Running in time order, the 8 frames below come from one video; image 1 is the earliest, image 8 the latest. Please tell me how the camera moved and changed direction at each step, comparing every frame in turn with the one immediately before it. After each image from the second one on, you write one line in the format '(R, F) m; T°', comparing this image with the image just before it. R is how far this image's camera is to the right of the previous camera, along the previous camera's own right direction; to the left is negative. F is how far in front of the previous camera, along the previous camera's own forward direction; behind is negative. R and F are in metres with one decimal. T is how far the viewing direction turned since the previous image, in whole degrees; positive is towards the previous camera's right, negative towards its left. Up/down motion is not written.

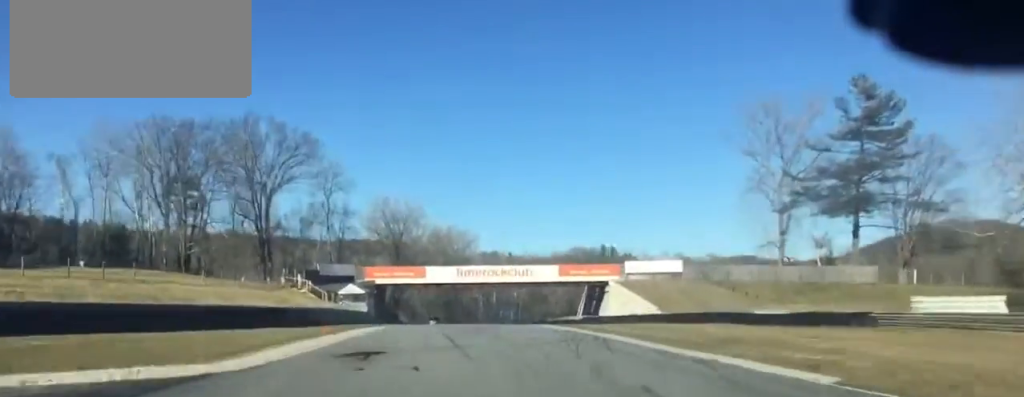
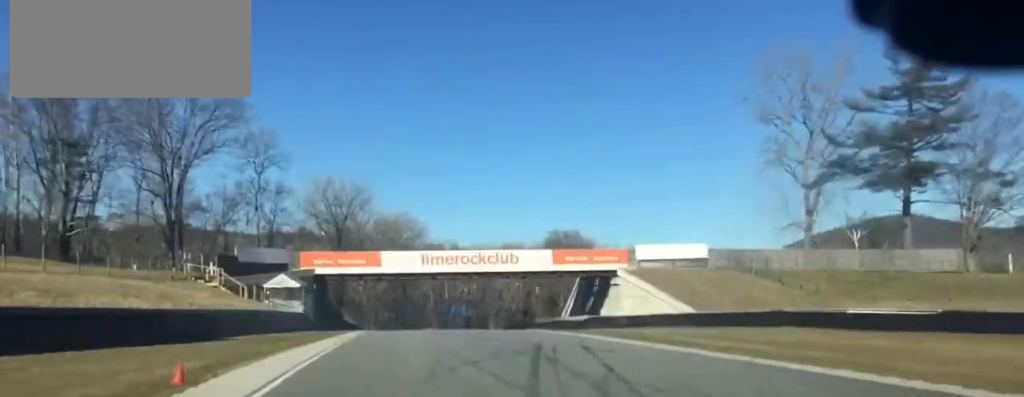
(+0.8, +21.8) m; +4°
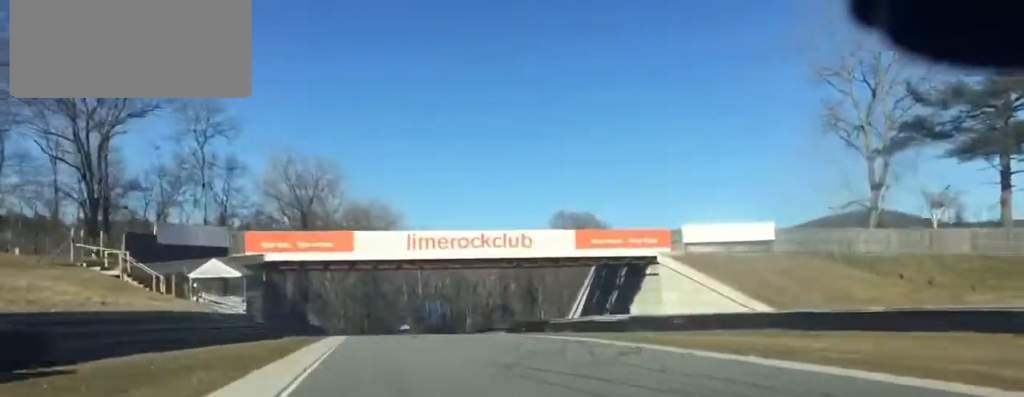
(+0.6, +18.4) m; -3°
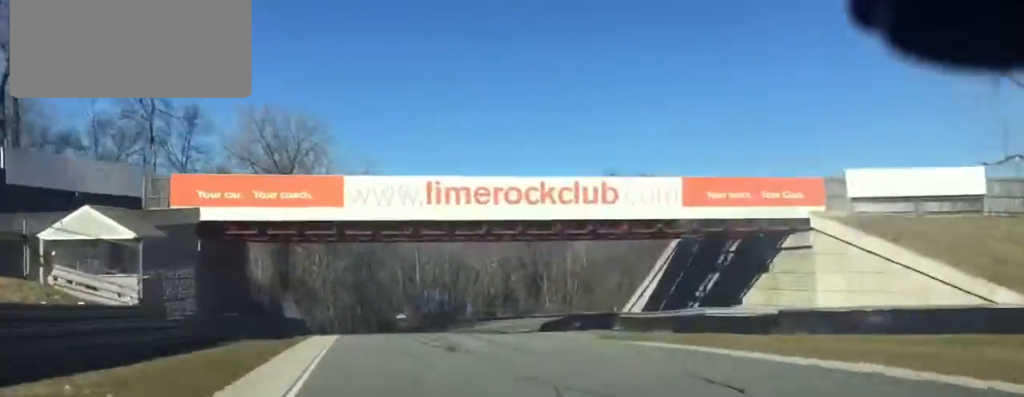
(+2.3, +21.3) m; -6°
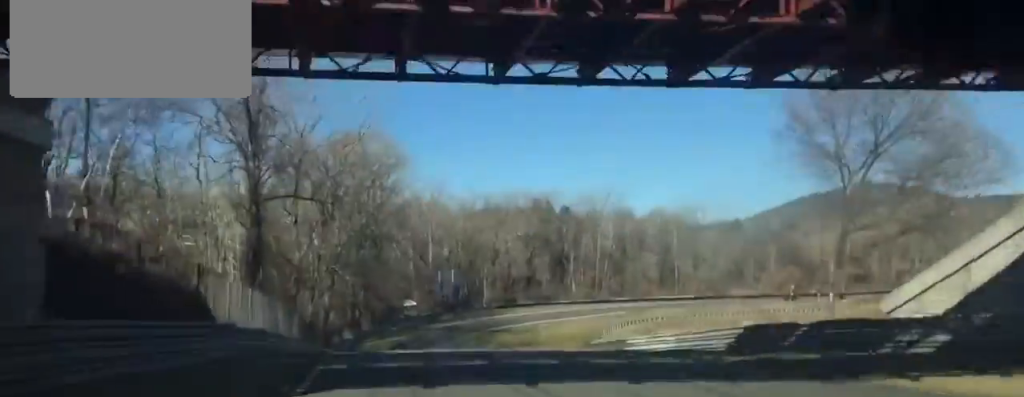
(-6.6, +30.2) m; +9°
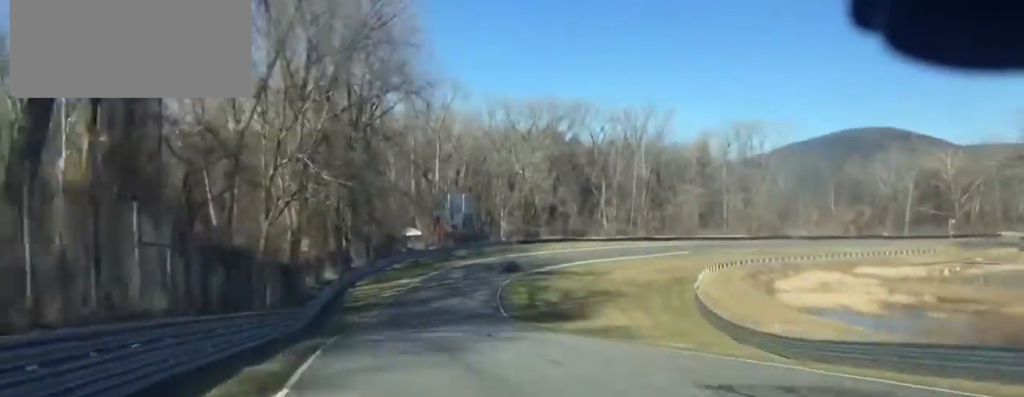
(+12.9, +41.8) m; +17°
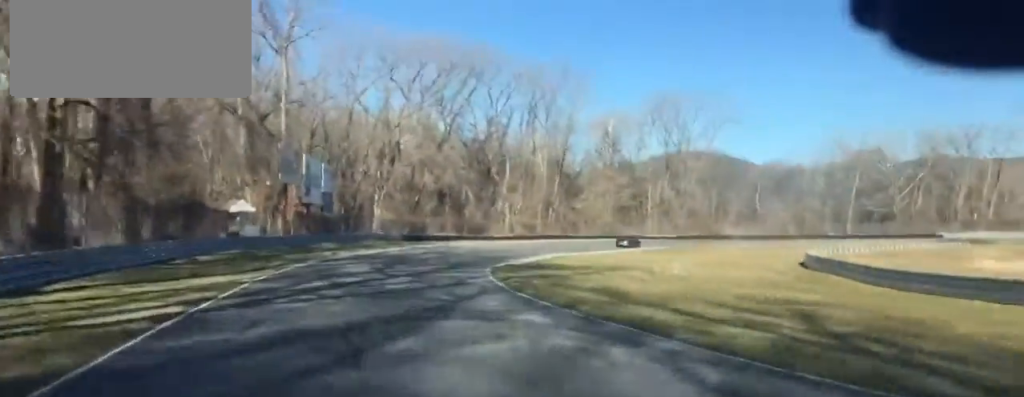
(-3.4, +60.8) m; -1°
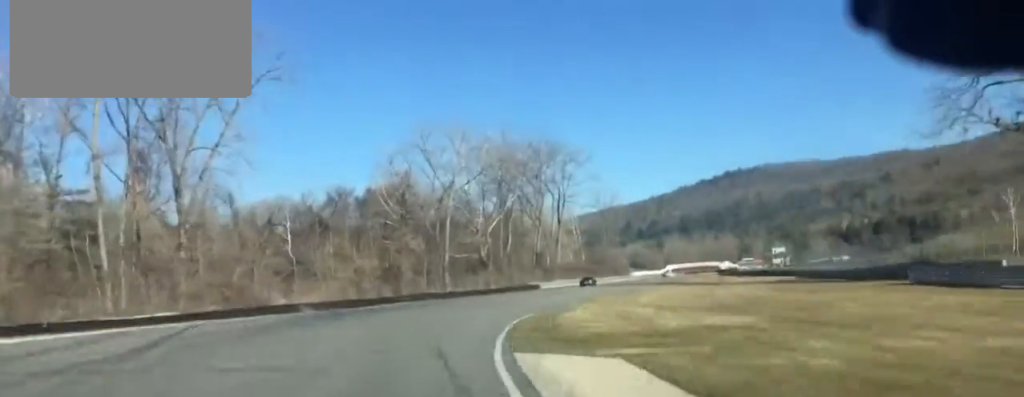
(+25.3, +93.6) m; +33°
